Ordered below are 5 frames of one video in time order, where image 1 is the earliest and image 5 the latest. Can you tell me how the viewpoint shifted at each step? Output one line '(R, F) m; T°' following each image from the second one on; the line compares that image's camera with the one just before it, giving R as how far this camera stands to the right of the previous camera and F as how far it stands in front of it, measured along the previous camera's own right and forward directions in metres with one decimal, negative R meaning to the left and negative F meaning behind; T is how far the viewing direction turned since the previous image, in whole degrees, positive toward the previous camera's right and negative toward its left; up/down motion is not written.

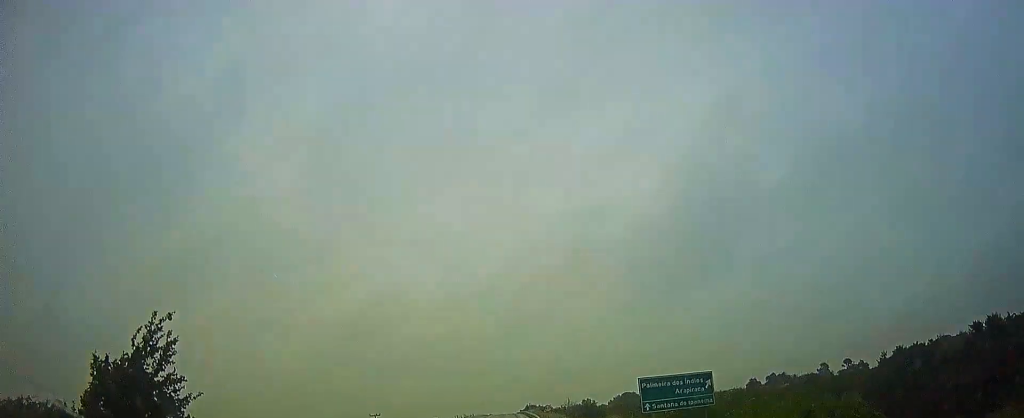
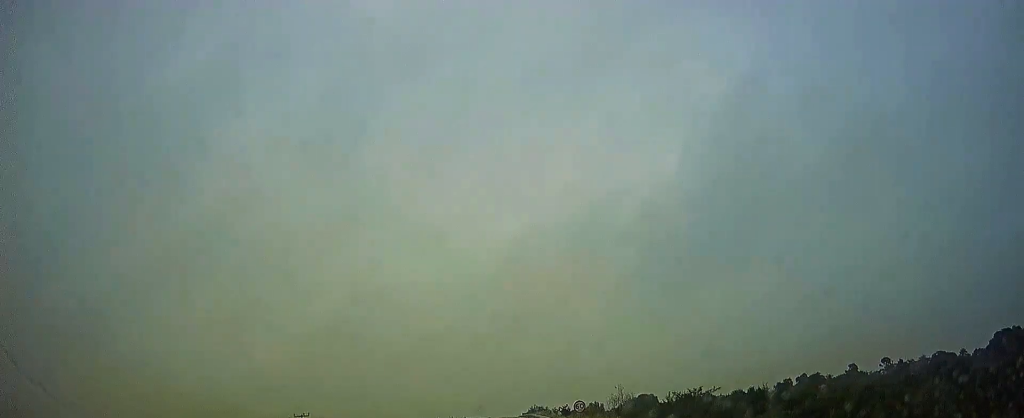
(+0.8, +38.4) m; 0°
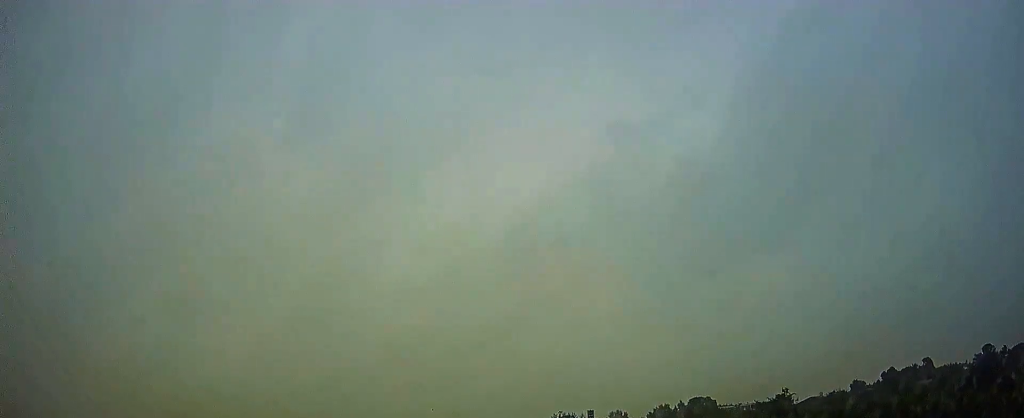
(-0.4, +79.5) m; 0°
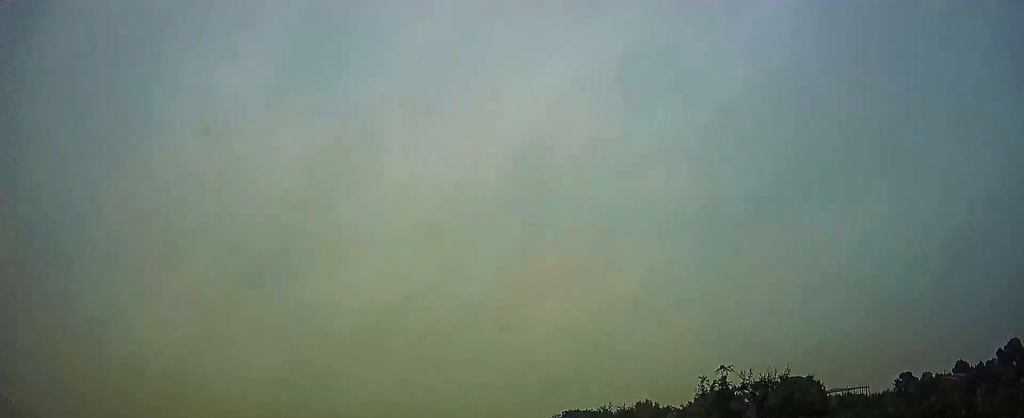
(-0.2, +74.4) m; 0°
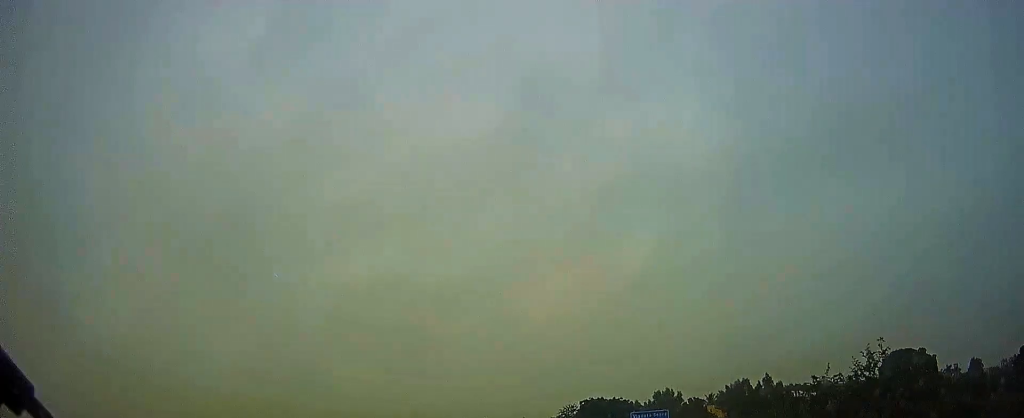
(-0.5, +46.4) m; 0°
